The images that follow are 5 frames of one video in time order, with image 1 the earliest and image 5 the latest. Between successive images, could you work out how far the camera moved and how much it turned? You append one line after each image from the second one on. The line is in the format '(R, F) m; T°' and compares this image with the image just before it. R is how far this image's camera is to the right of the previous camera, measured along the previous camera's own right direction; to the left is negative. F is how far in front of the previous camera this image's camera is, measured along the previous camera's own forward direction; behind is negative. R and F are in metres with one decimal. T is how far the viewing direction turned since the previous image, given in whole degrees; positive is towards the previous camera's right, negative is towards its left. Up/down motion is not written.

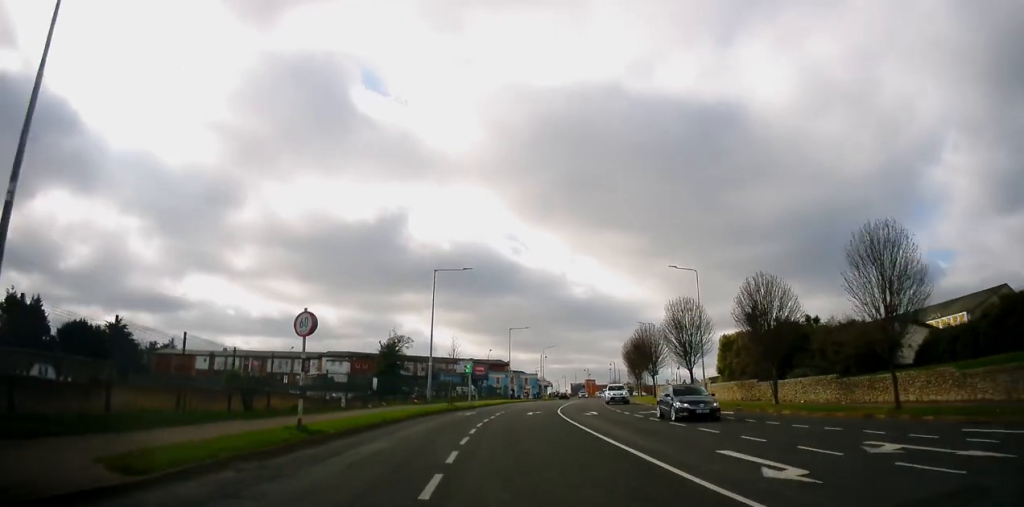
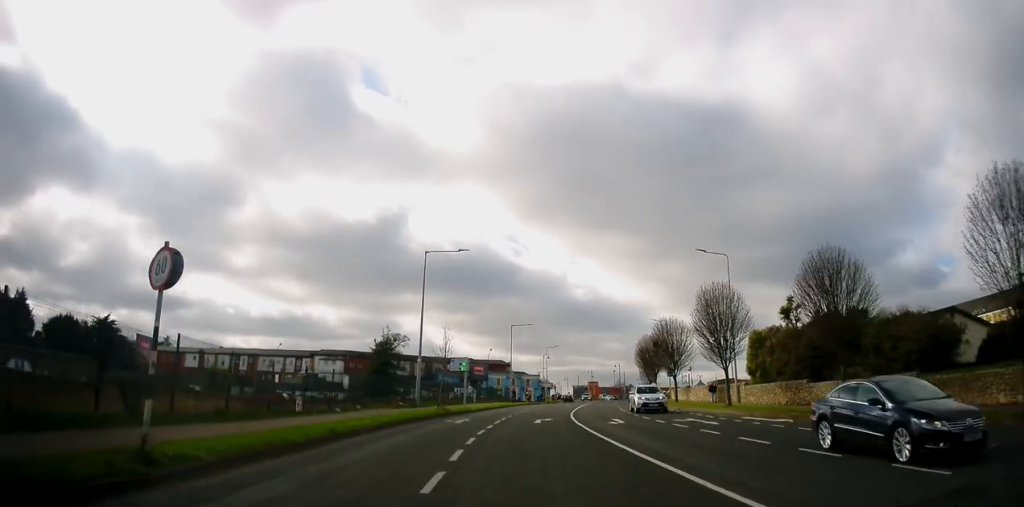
(+0.3, +6.4) m; +1°
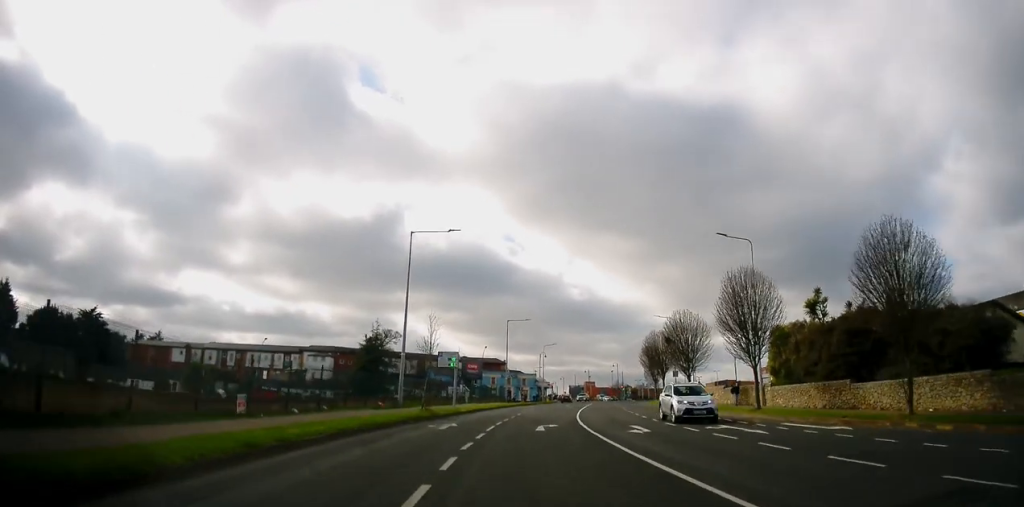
(-0.2, +4.9) m; -1°
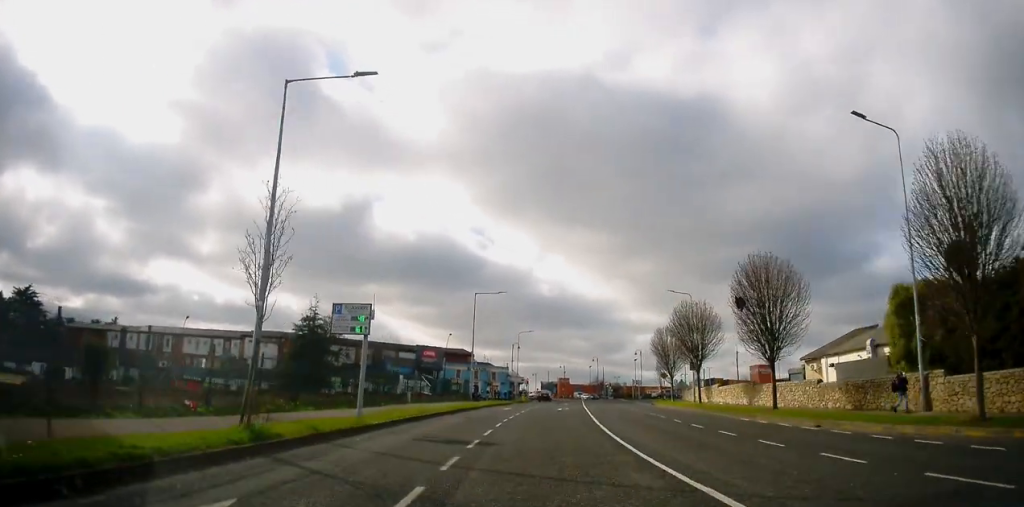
(-0.5, +17.1) m; -1°
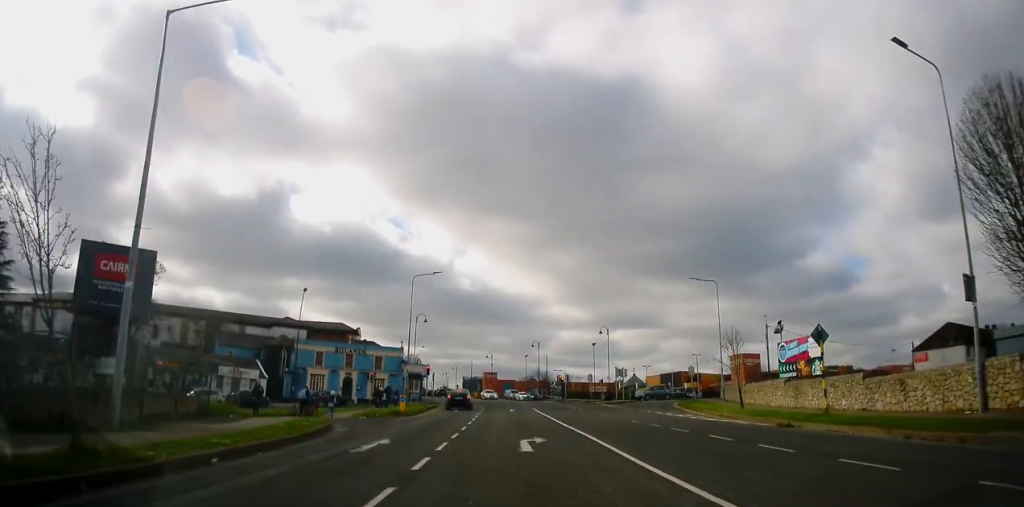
(+3.0, +41.4) m; +8°
